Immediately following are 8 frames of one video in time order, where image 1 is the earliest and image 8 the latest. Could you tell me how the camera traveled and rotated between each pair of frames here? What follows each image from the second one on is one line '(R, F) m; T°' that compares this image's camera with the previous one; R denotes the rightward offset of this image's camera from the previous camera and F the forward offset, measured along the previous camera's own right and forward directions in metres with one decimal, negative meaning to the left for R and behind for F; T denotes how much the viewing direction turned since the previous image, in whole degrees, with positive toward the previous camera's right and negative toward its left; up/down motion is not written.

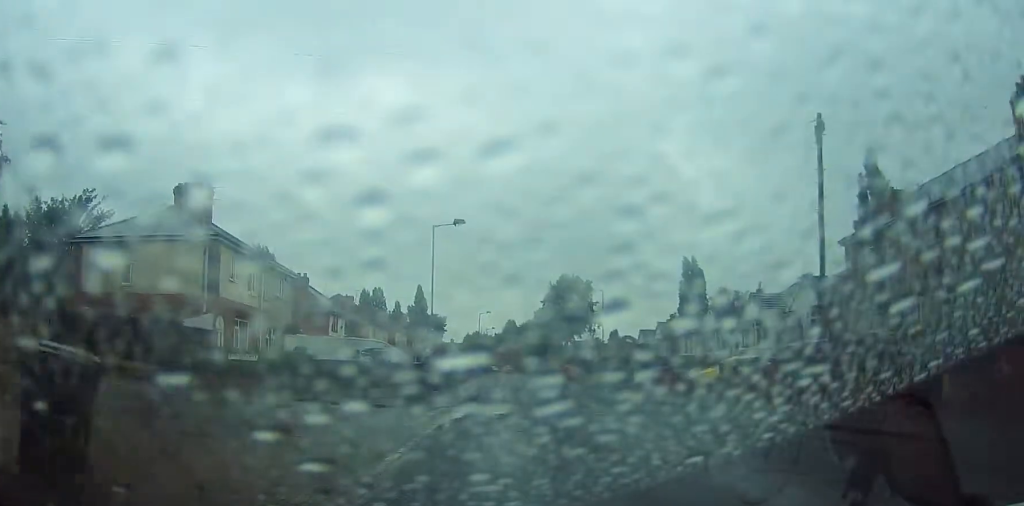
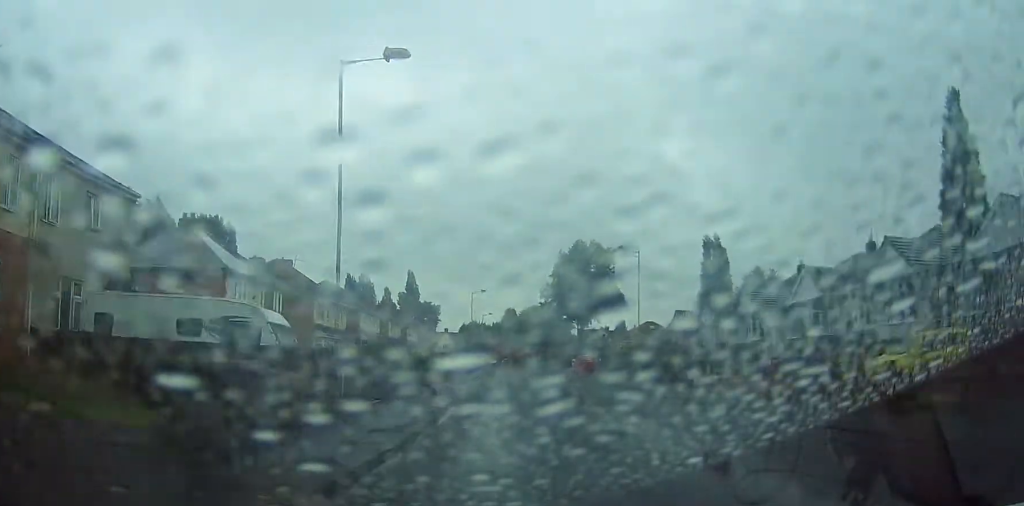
(+0.3, +18.5) m; 0°
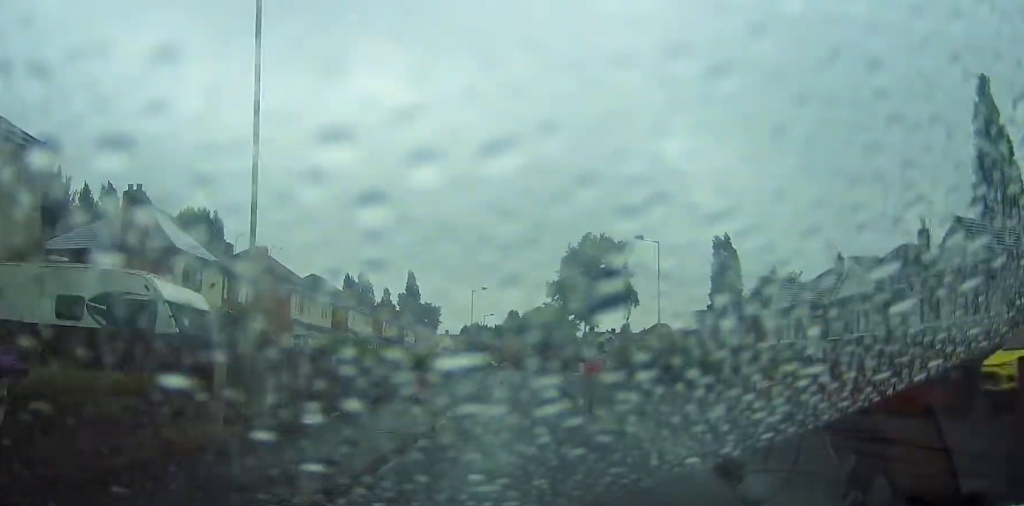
(+0.1, +5.5) m; 0°
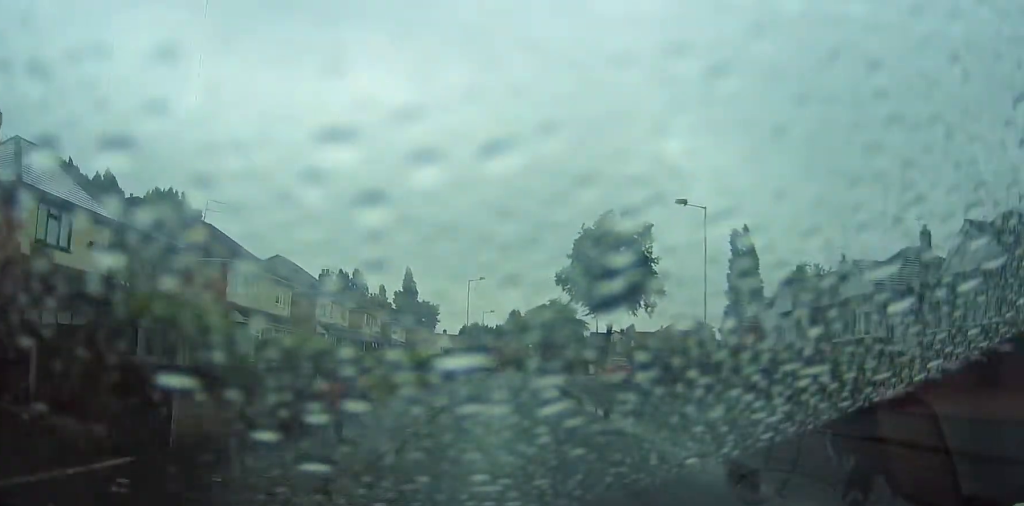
(0.0, +9.7) m; 0°
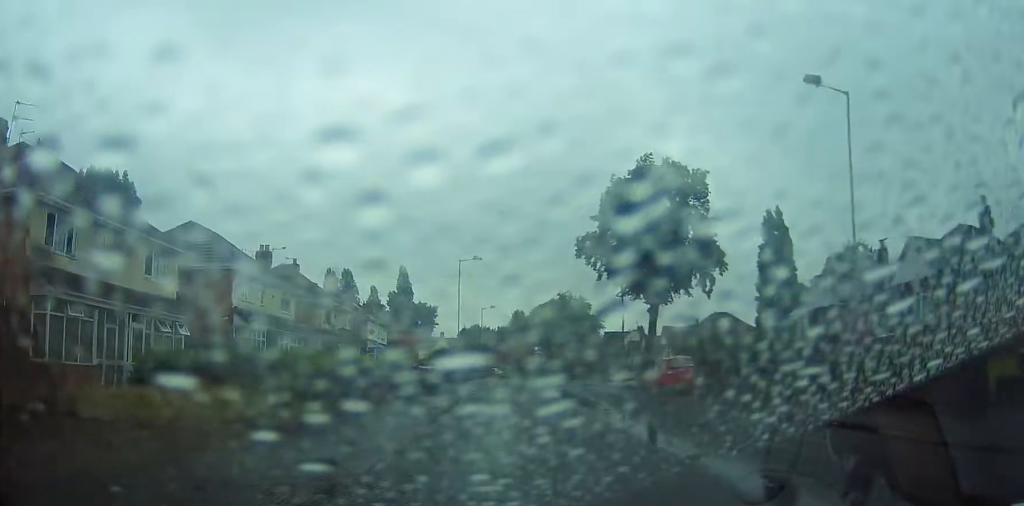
(-0.1, +14.3) m; 0°
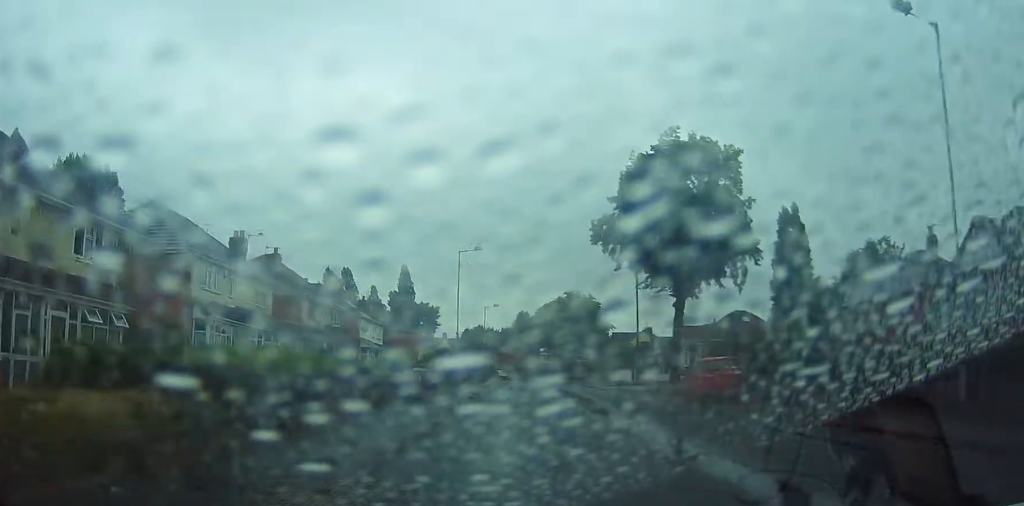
(0.0, +4.7) m; 0°
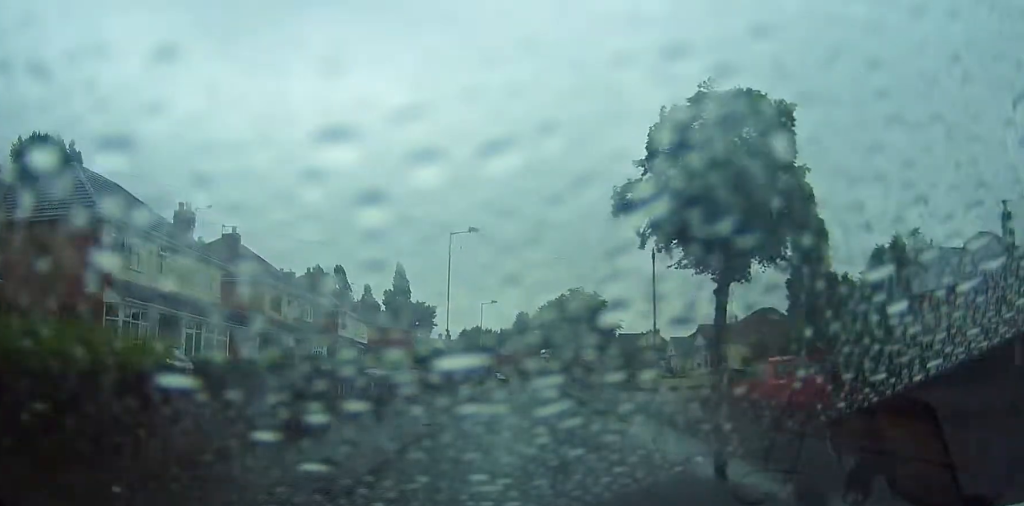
(+0.2, +6.5) m; -1°
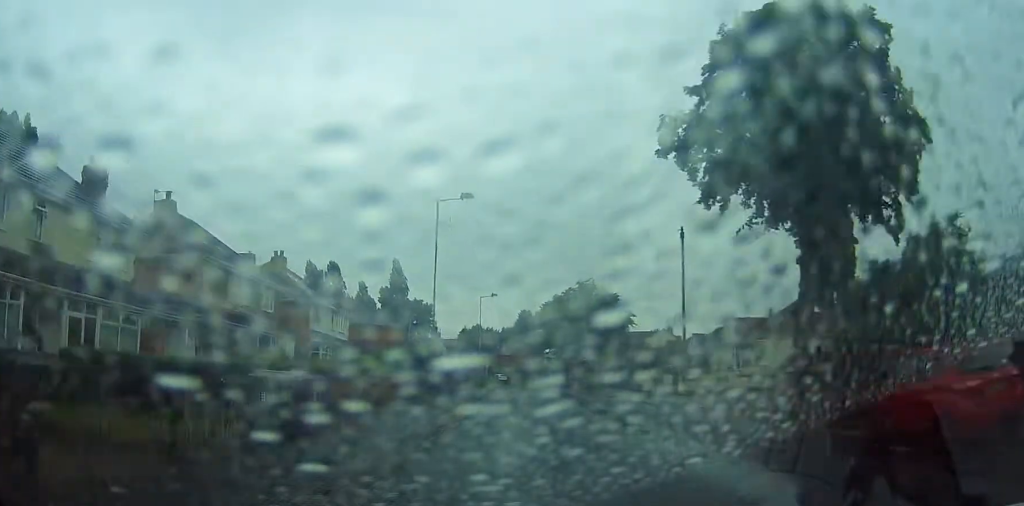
(-0.3, +7.4) m; 0°
